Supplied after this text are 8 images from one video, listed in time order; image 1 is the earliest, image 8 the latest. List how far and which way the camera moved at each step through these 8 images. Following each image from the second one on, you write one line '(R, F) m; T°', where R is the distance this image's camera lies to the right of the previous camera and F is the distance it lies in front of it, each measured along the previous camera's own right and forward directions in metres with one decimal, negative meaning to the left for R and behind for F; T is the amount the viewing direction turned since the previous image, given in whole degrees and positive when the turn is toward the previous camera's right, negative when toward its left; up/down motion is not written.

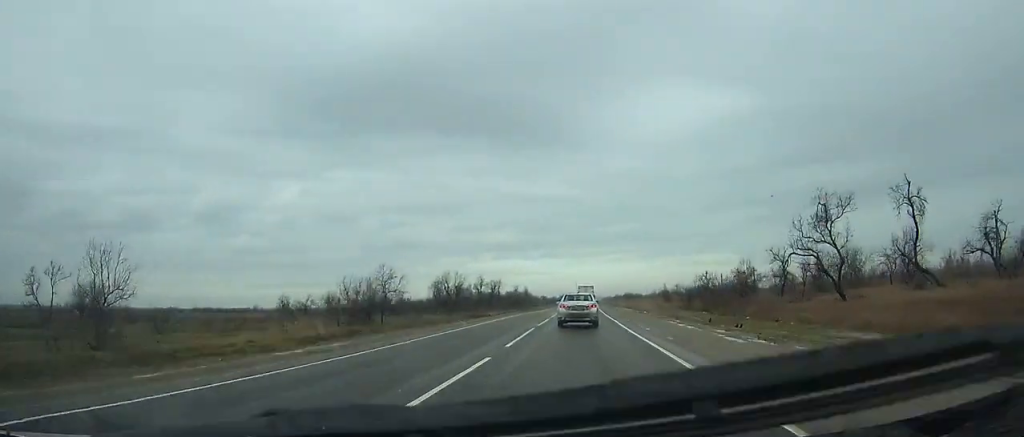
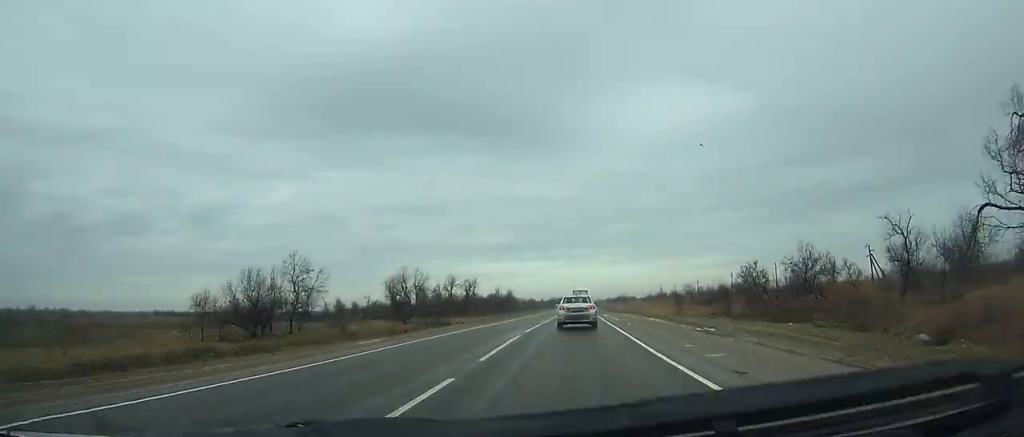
(+0.1, +26.3) m; 0°
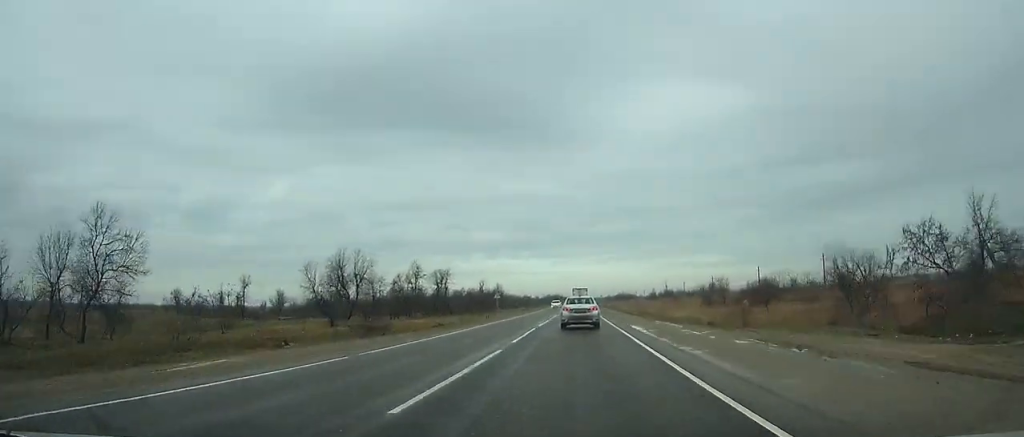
(+0.1, +30.2) m; 0°
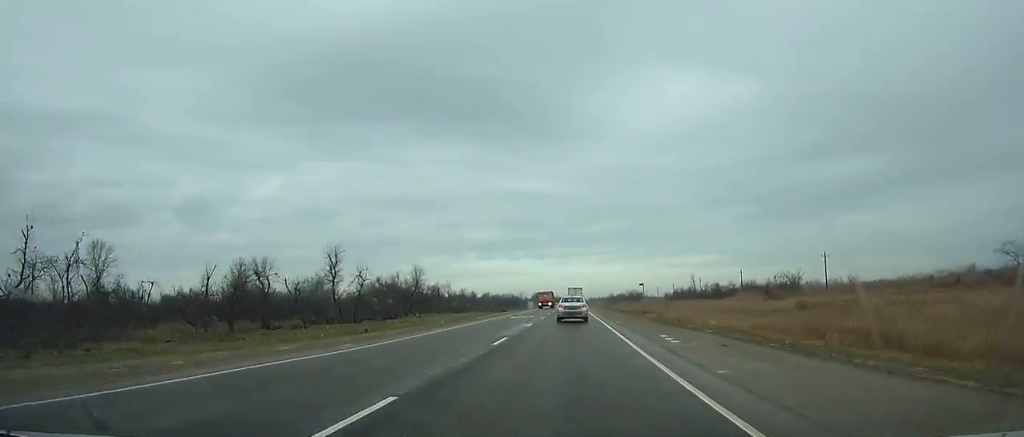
(+0.6, +105.0) m; 0°
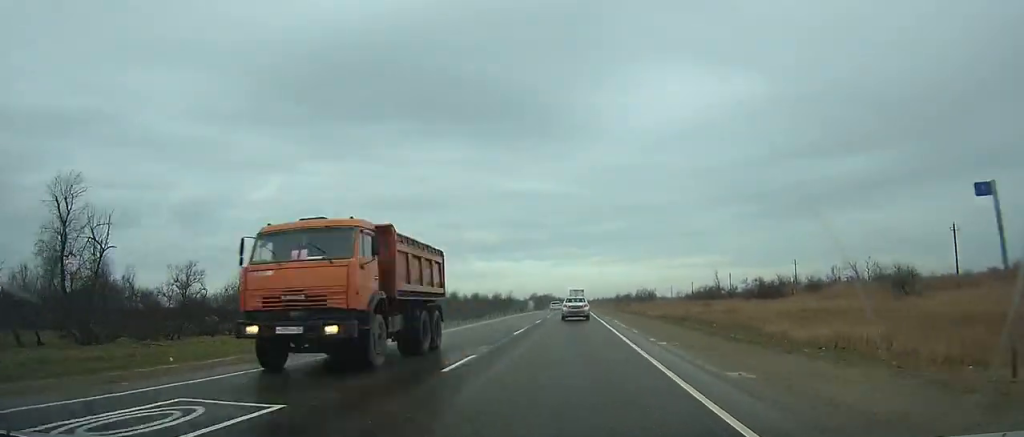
(-0.3, +42.6) m; 0°
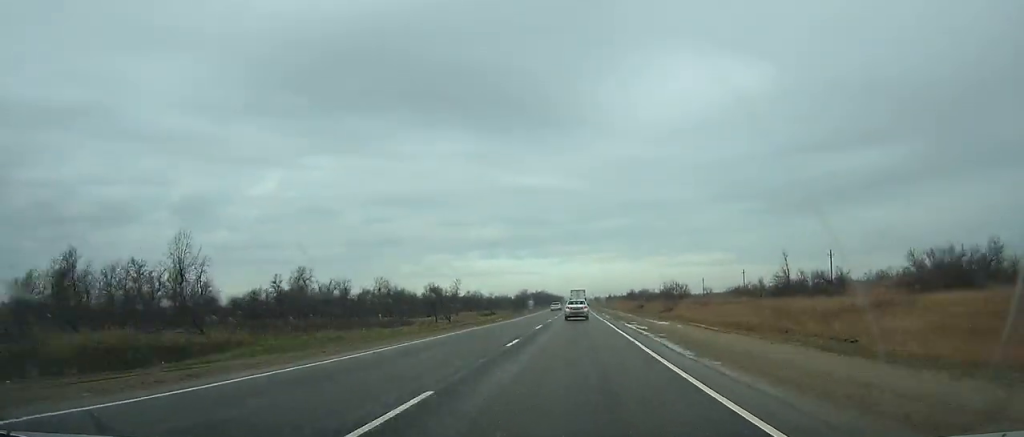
(0.0, +77.0) m; 0°
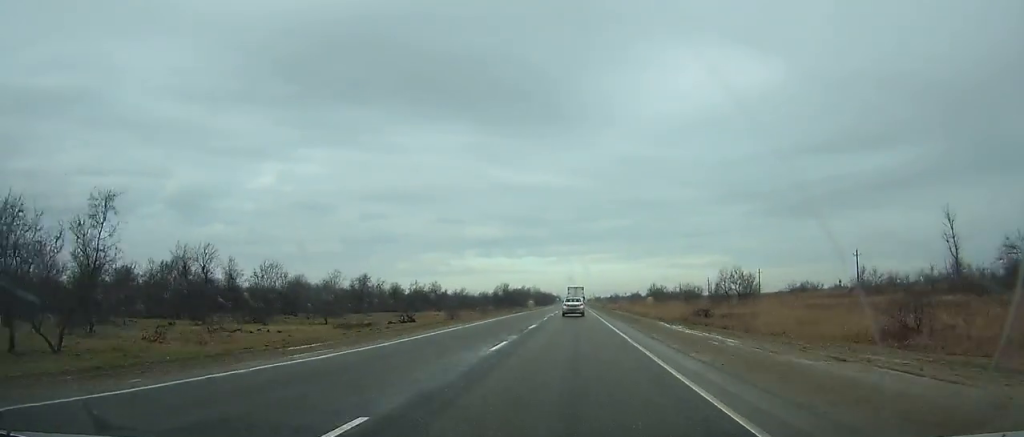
(+0.3, +72.9) m; 0°
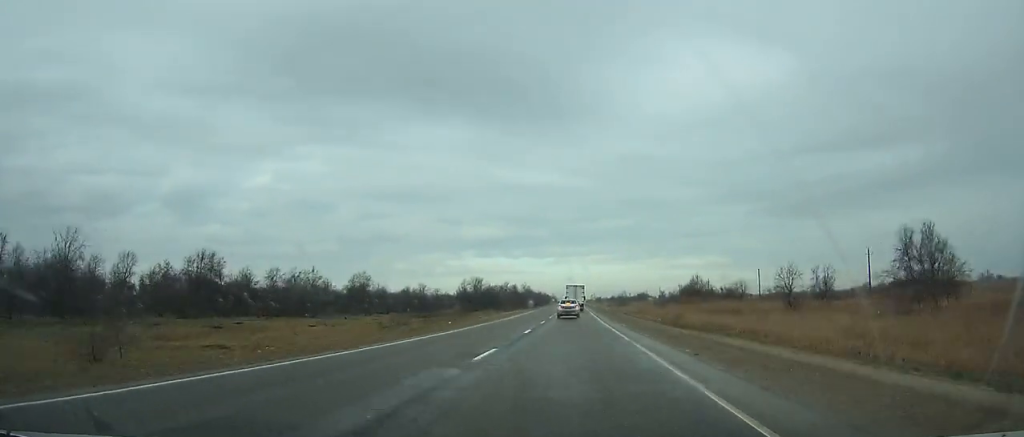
(+0.1, +62.7) m; 0°
